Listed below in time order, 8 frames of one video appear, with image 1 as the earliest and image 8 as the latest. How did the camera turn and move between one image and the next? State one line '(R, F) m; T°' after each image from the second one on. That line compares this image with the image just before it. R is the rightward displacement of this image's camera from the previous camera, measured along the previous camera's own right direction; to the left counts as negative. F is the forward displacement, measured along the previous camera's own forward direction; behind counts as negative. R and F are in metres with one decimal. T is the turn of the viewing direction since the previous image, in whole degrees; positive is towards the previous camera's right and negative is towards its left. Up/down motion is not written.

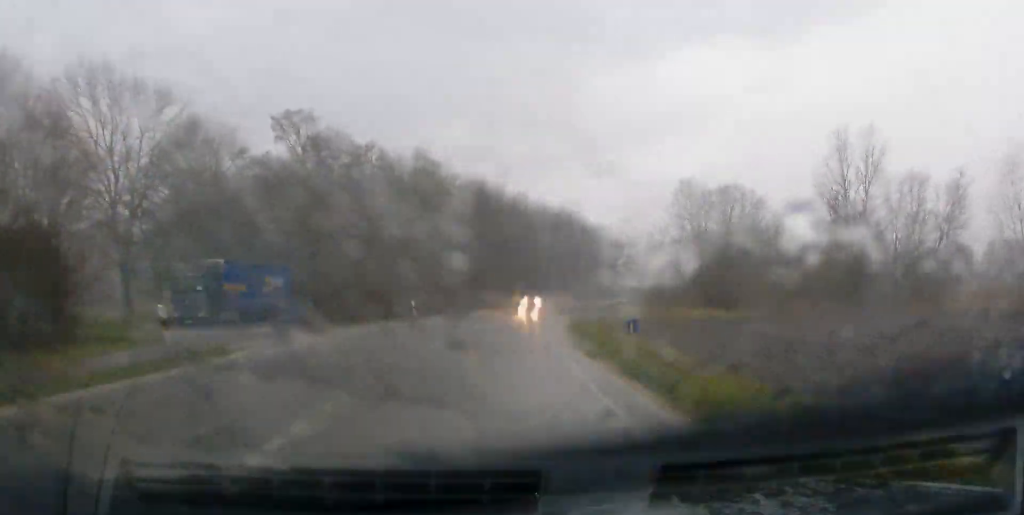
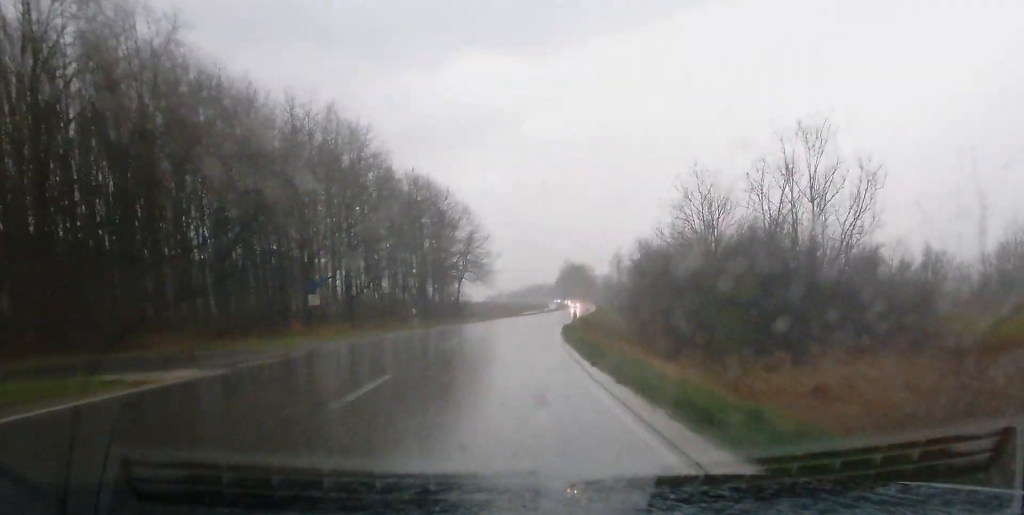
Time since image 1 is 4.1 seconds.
(+9.9, +80.5) m; +15°
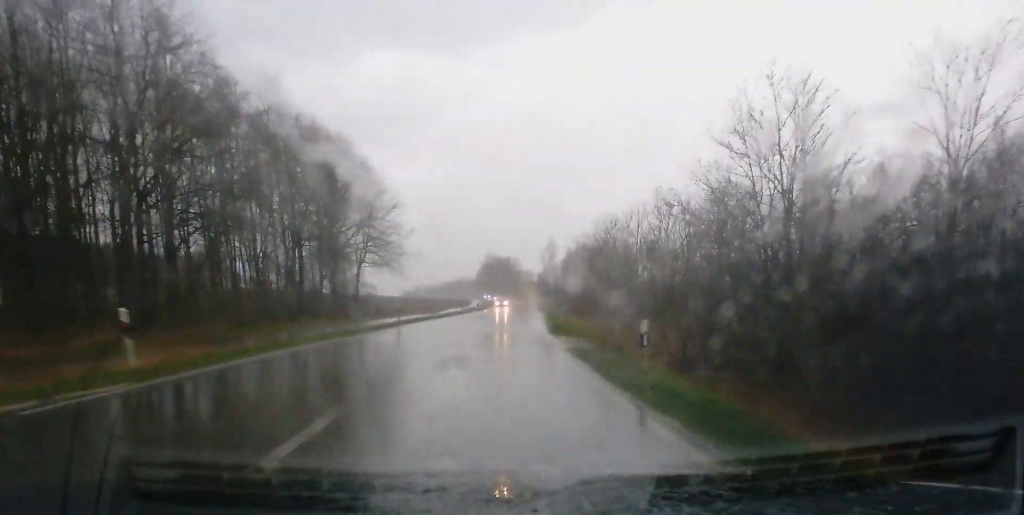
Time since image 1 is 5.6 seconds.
(+1.3, +29.8) m; +4°
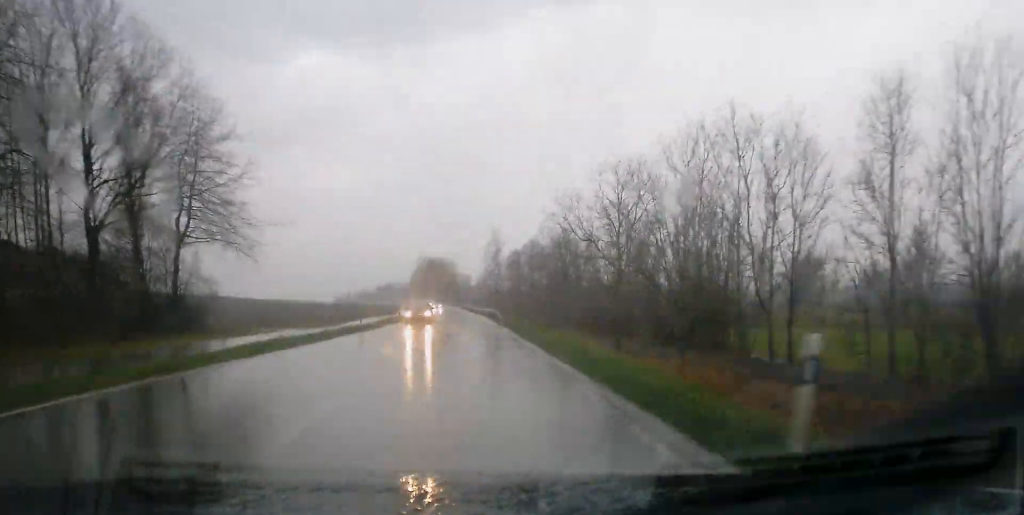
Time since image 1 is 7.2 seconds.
(+1.9, +35.2) m; +3°
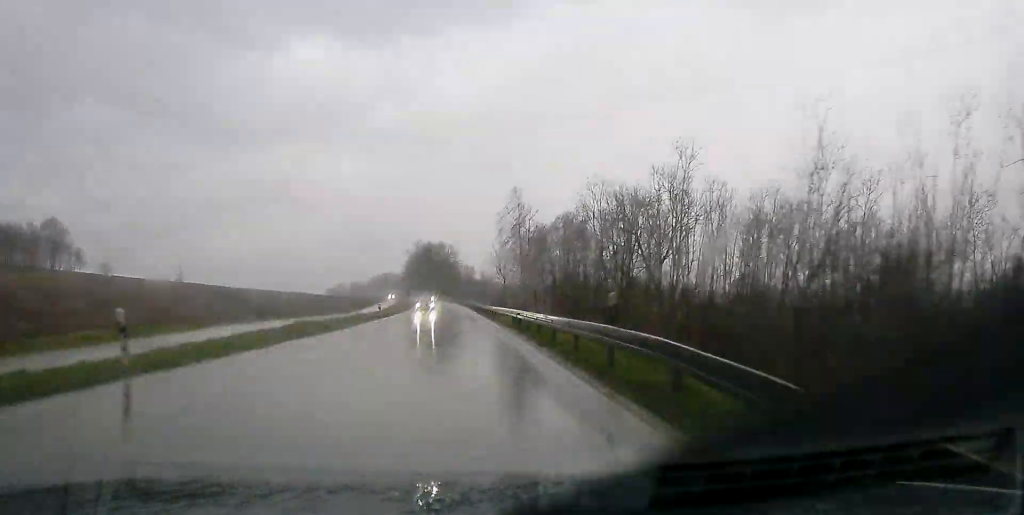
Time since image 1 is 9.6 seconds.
(+0.5, +52.0) m; +1°
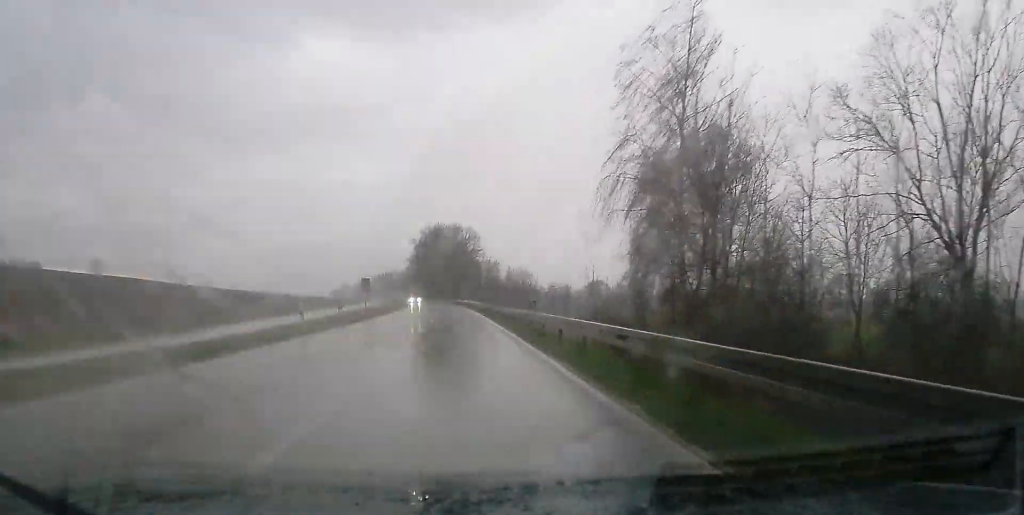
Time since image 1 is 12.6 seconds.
(0.0, +67.1) m; -1°
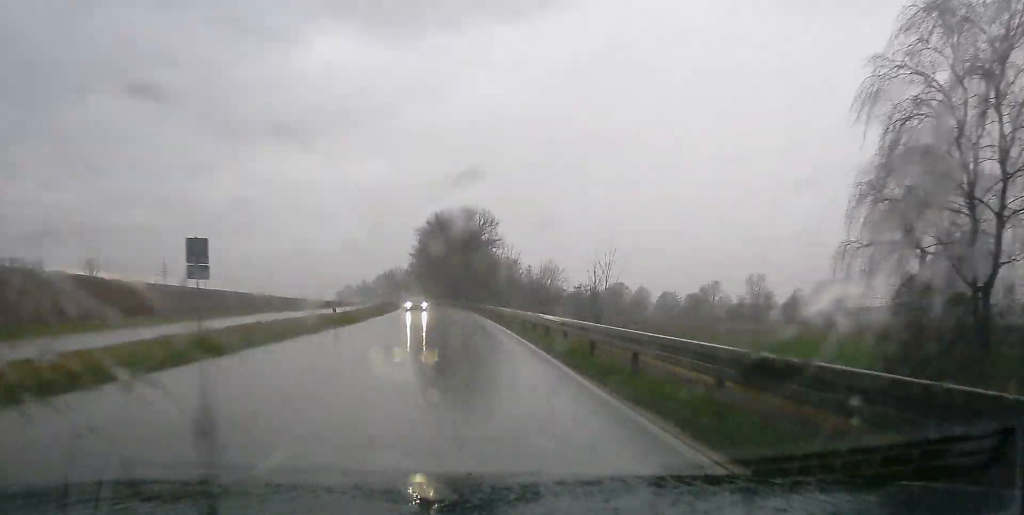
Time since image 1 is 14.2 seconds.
(-0.2, +36.1) m; -1°
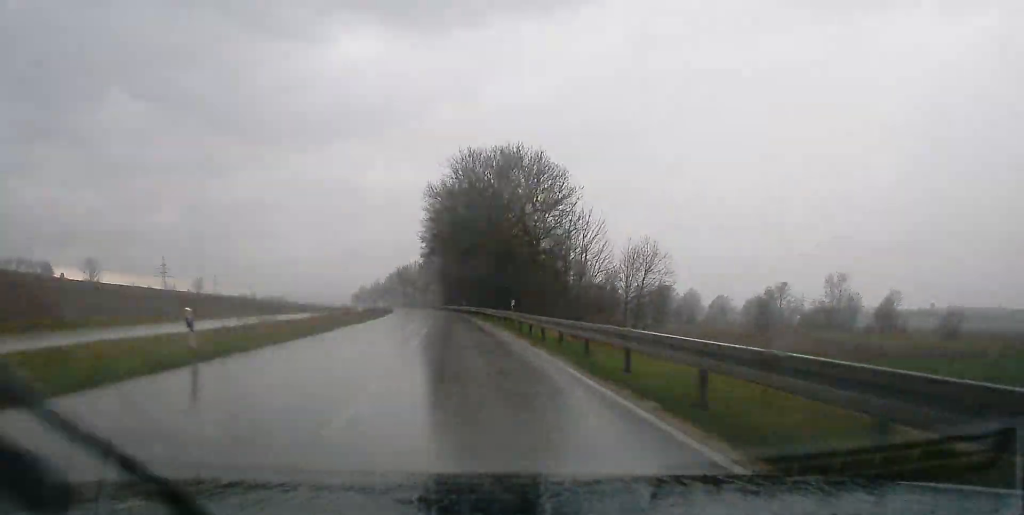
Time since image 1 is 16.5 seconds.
(-0.7, +55.0) m; -2°
